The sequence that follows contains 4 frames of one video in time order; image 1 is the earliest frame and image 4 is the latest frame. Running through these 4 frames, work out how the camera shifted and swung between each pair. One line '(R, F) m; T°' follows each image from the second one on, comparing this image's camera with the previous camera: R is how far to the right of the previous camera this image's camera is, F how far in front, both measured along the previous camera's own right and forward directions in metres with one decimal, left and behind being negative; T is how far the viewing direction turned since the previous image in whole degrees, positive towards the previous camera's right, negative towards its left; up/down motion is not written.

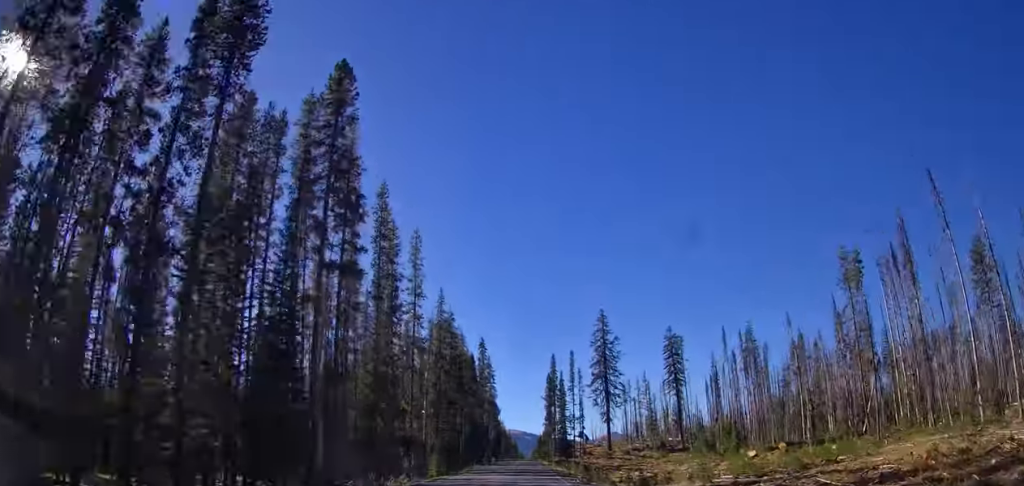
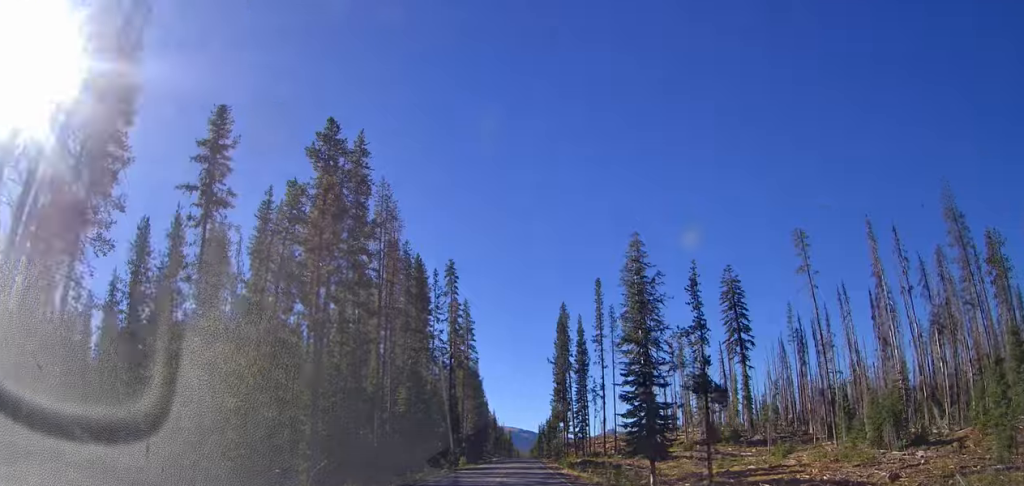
(-0.1, +58.6) m; +2°
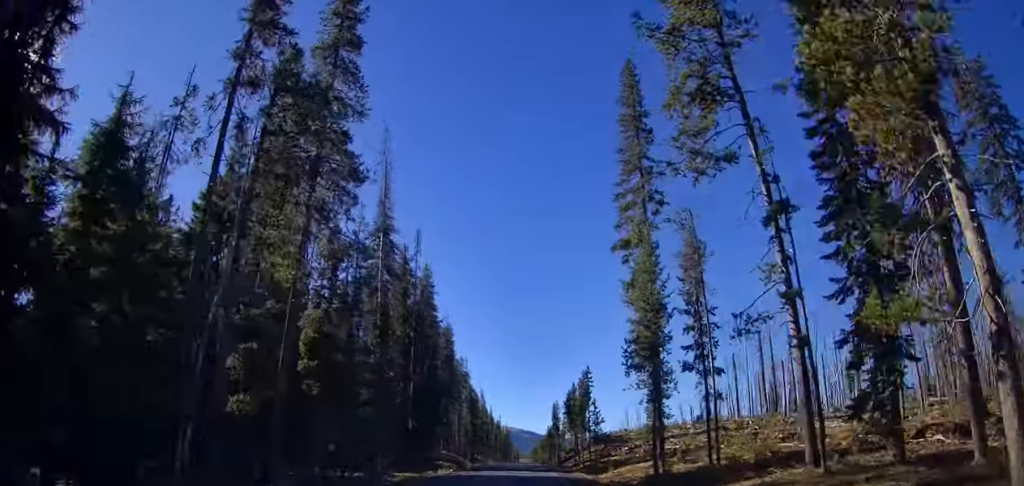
(-3.2, +80.7) m; -3°
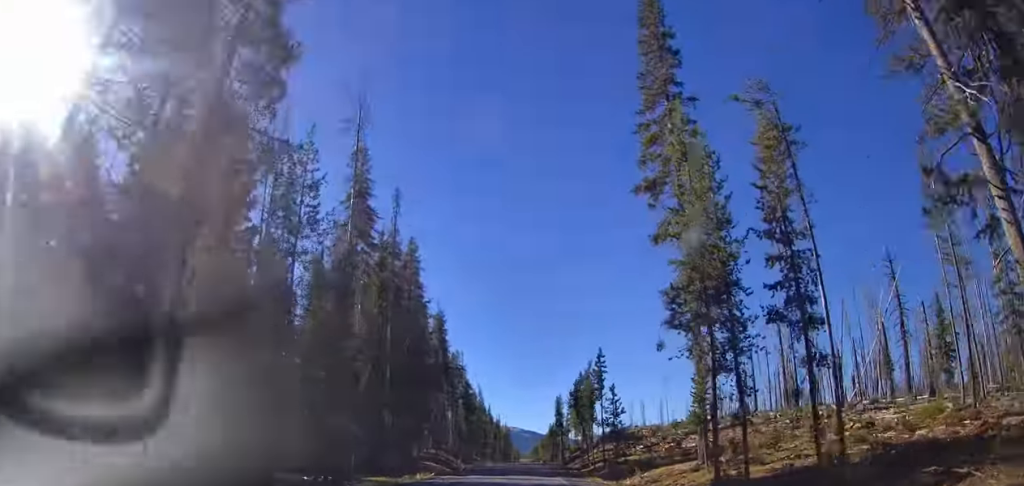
(0.0, +9.7) m; +1°
